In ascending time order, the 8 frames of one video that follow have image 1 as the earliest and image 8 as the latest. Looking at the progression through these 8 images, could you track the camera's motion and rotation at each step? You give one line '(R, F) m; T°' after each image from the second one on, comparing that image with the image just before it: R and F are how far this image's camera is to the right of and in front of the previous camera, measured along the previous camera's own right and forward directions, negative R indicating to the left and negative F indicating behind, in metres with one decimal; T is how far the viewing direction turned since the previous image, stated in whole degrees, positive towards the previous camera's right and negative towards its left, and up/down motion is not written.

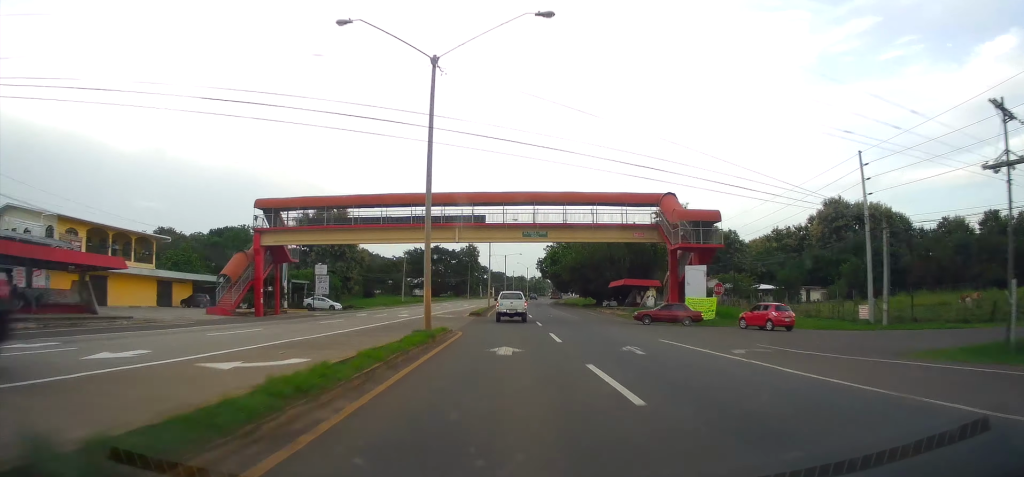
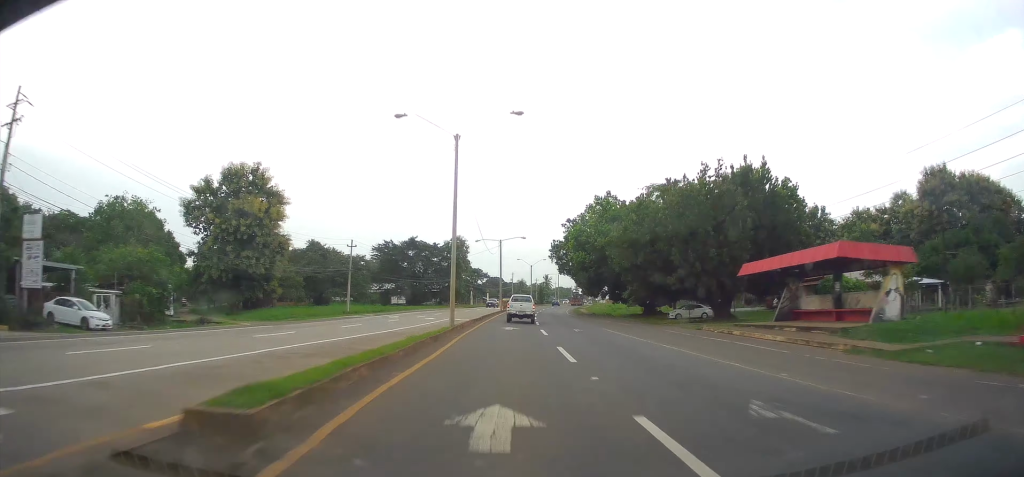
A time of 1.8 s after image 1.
(+0.2, +41.1) m; +1°
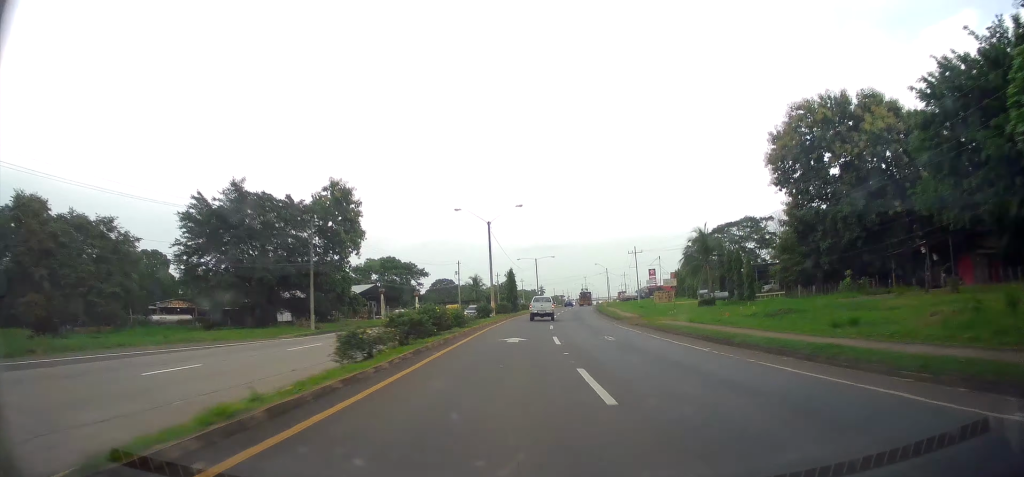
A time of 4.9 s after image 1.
(+1.5, +73.5) m; +2°
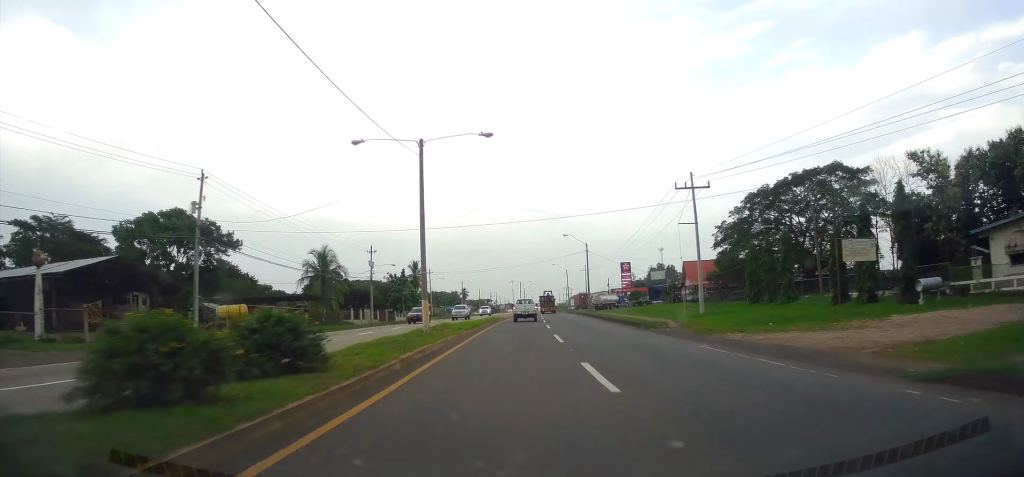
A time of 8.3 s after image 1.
(+4.1, +76.3) m; +7°
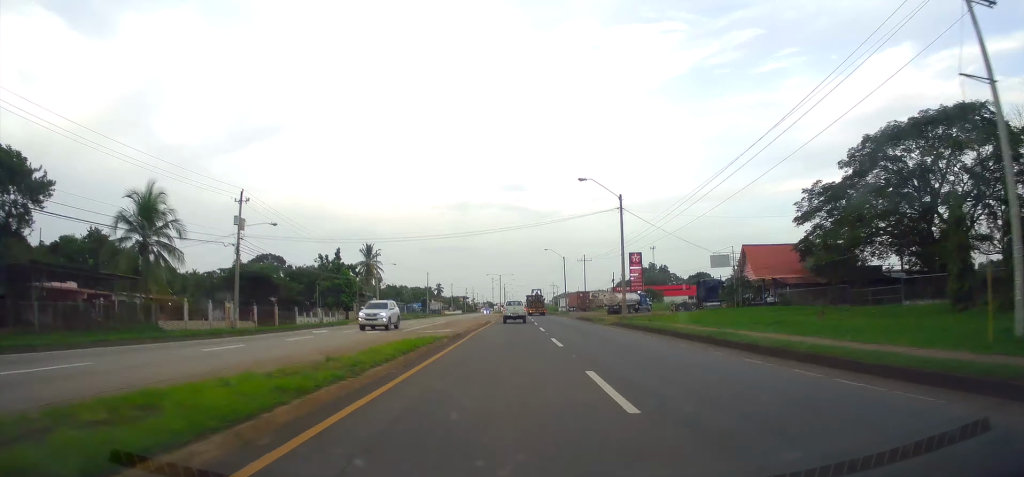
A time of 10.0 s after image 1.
(+1.4, +35.8) m; +3°
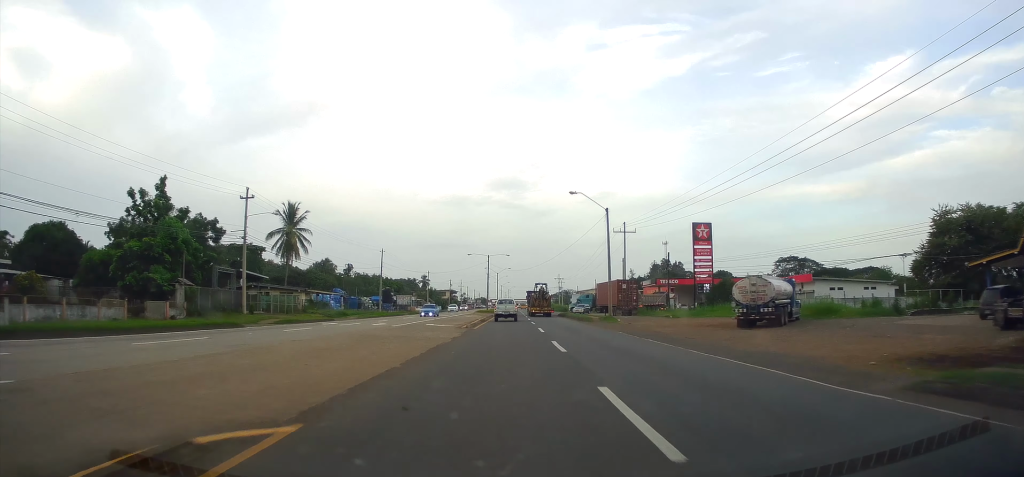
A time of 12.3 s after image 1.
(+0.4, +48.0) m; +1°
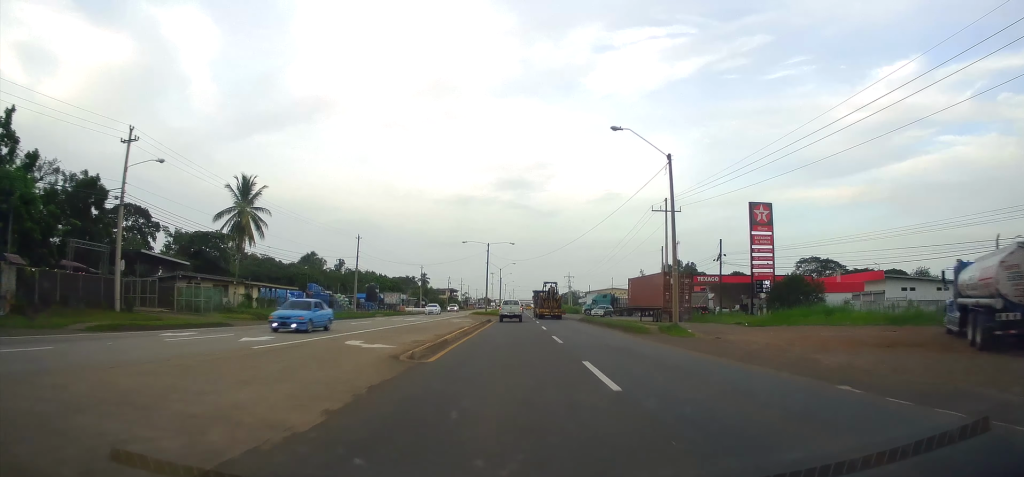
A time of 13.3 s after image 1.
(+0.3, +18.4) m; 0°
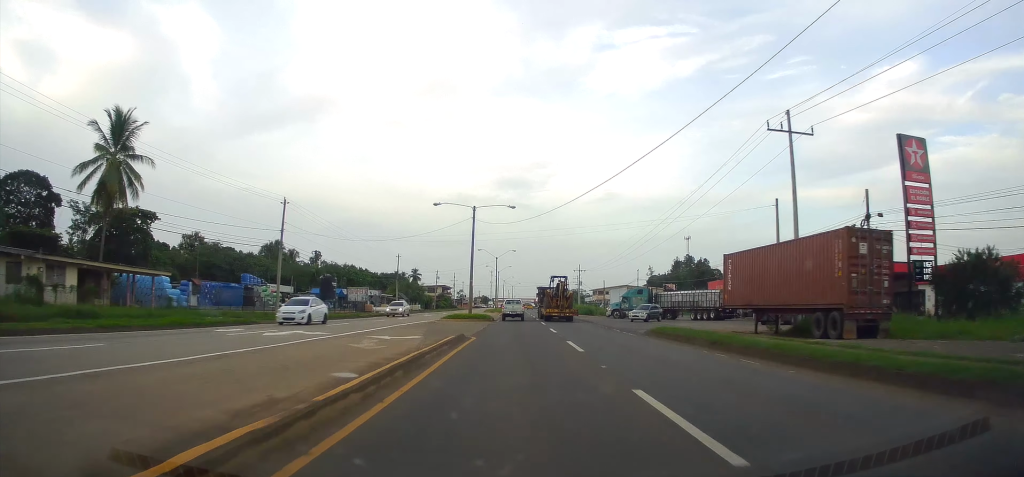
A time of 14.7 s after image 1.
(-0.3, +27.7) m; 0°
